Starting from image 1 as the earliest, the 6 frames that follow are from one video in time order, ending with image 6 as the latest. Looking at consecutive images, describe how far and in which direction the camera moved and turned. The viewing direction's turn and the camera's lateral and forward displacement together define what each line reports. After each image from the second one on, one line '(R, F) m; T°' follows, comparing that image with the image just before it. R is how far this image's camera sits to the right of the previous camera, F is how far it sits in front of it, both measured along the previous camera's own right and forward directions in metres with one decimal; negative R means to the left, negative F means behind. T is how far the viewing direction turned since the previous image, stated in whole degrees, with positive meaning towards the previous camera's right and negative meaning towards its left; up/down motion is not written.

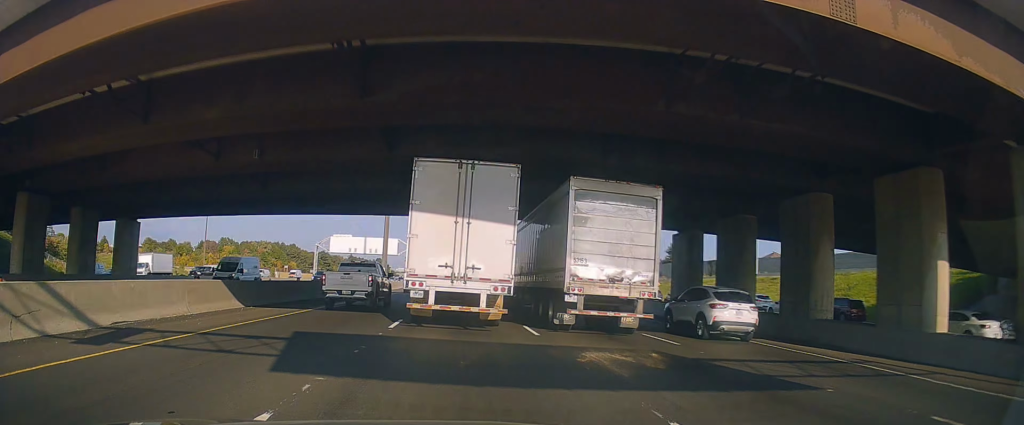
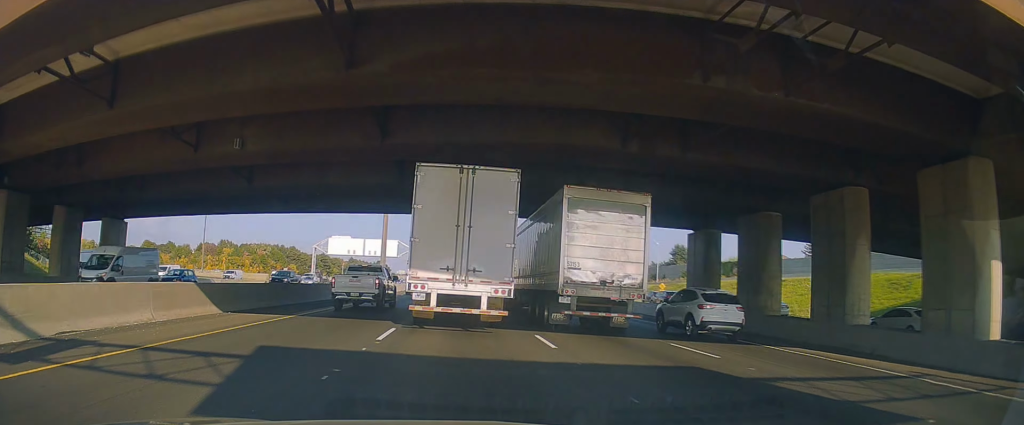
(0.0, +2.2) m; +3°
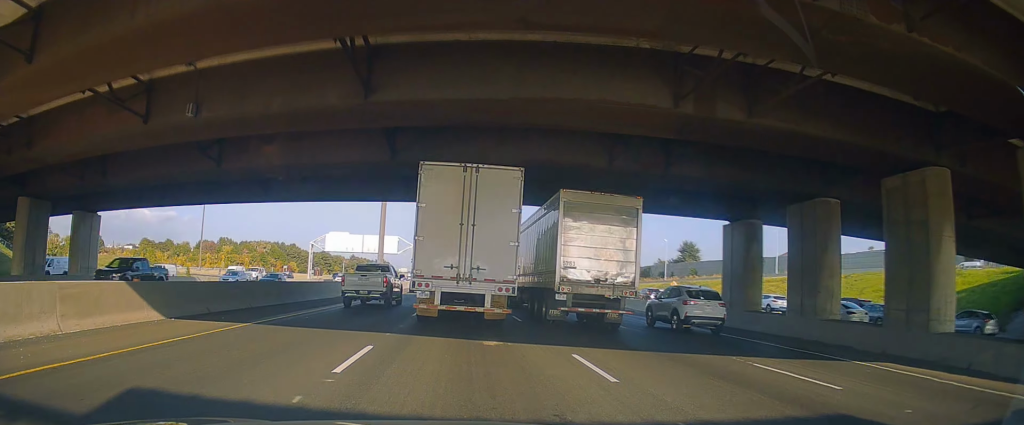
(+0.3, +4.0) m; +1°
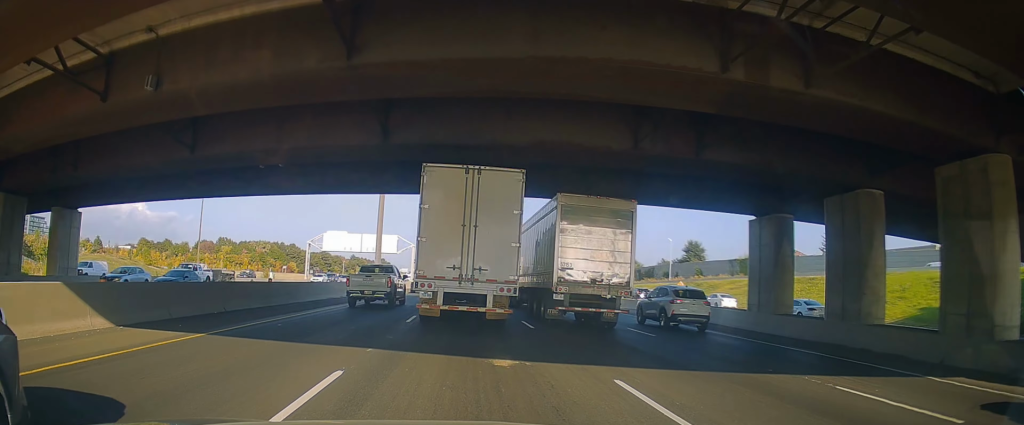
(-0.1, +2.6) m; -4°
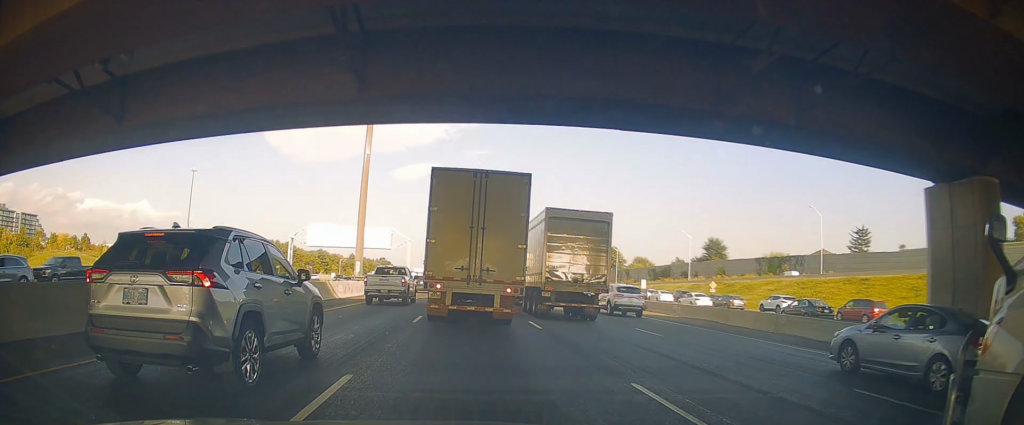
(-0.5, +11.3) m; -1°
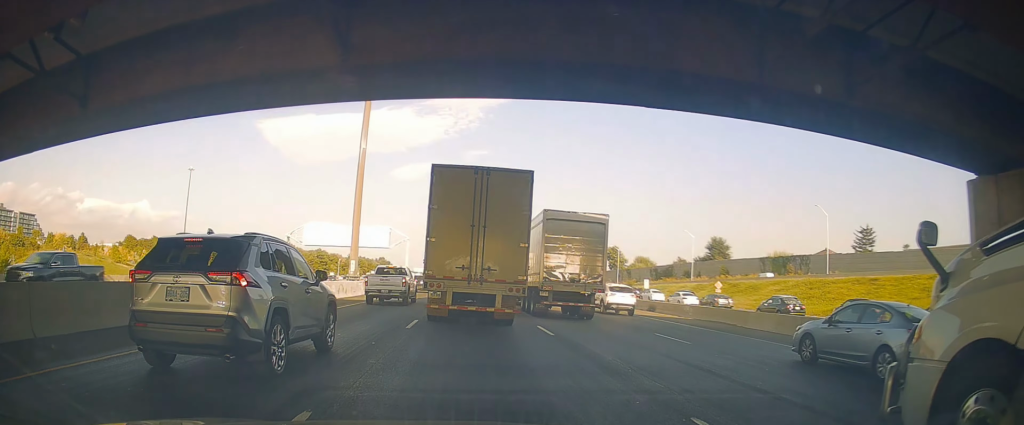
(0.0, +1.8) m; 0°
